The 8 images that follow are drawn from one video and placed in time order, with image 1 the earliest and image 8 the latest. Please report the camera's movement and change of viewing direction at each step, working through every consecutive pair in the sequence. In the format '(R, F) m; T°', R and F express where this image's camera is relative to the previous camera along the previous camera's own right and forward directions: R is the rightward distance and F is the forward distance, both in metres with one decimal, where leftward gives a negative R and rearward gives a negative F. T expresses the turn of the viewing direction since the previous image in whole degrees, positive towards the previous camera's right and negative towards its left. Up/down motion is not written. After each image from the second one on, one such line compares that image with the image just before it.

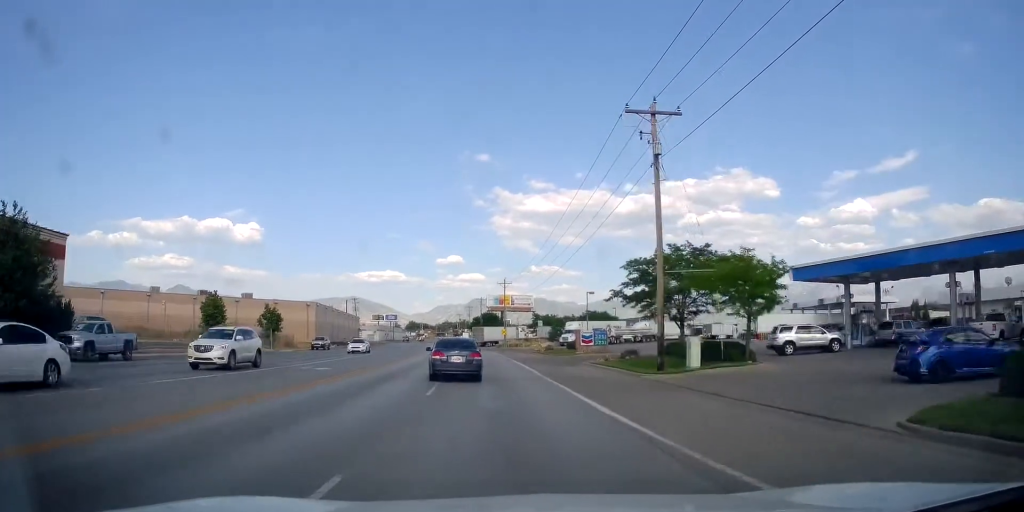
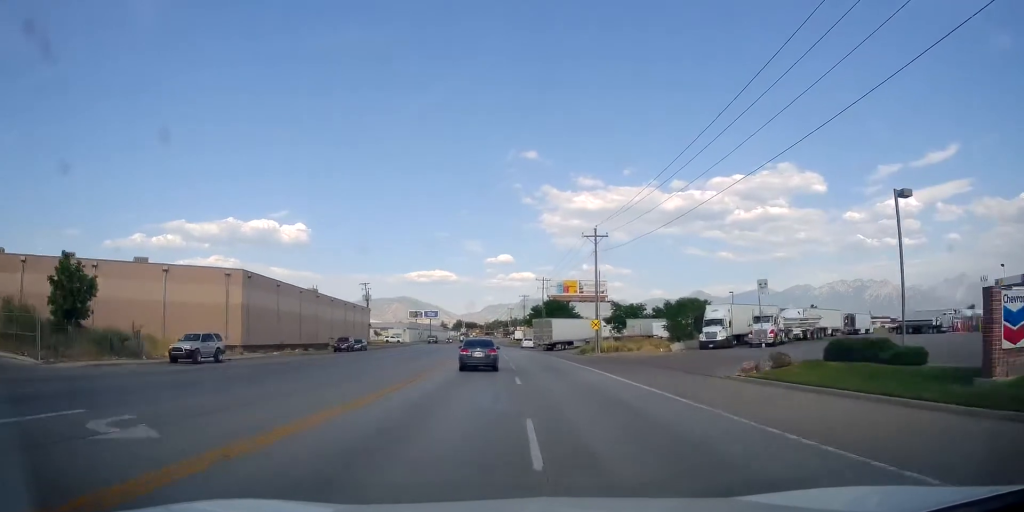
(-1.7, +36.1) m; -6°
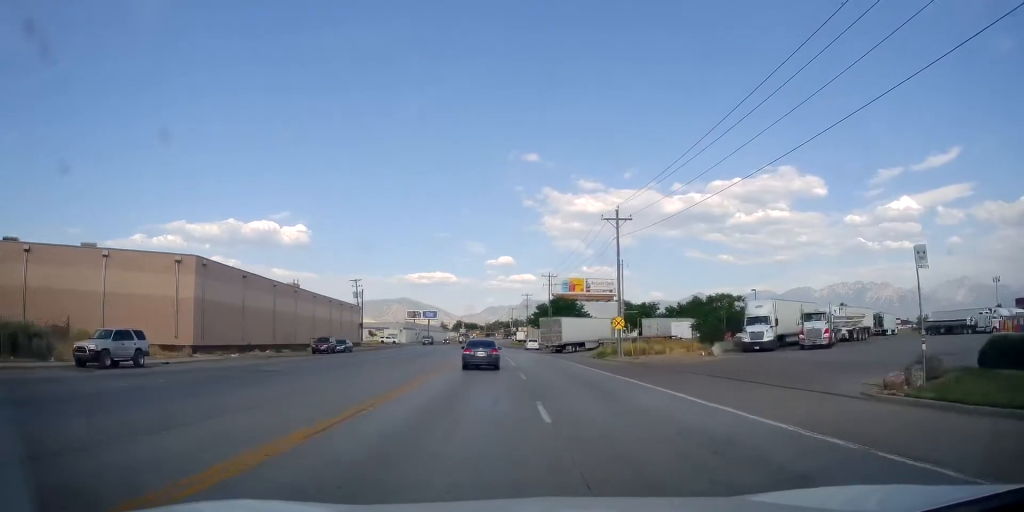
(-0.4, +8.1) m; -1°
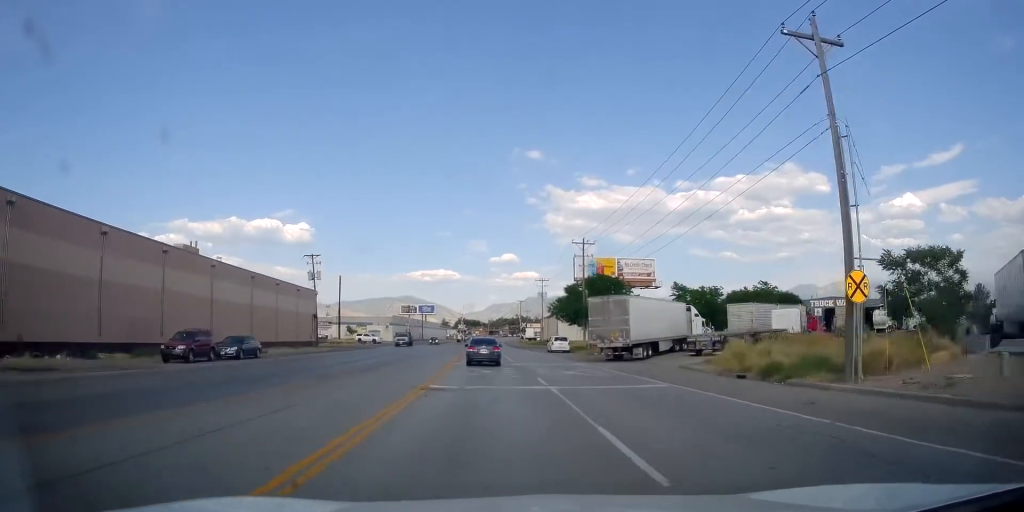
(+0.3, +28.9) m; 0°
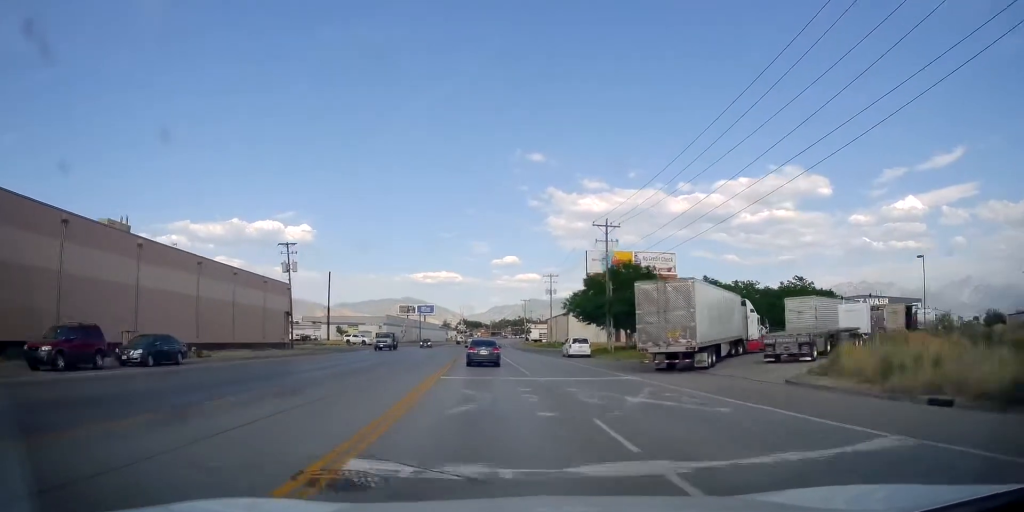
(-0.1, +11.0) m; -1°
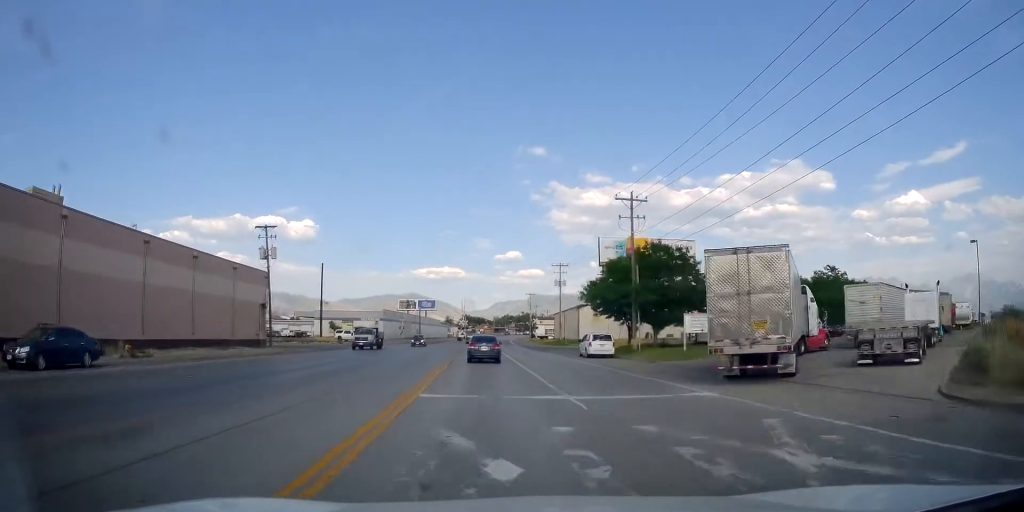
(0.0, +8.1) m; 0°
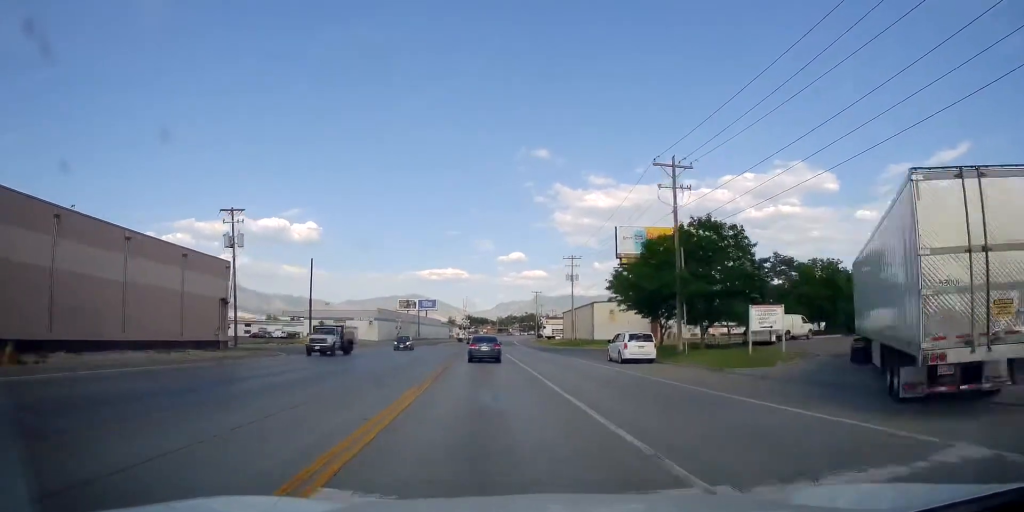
(0.0, +9.4) m; 0°
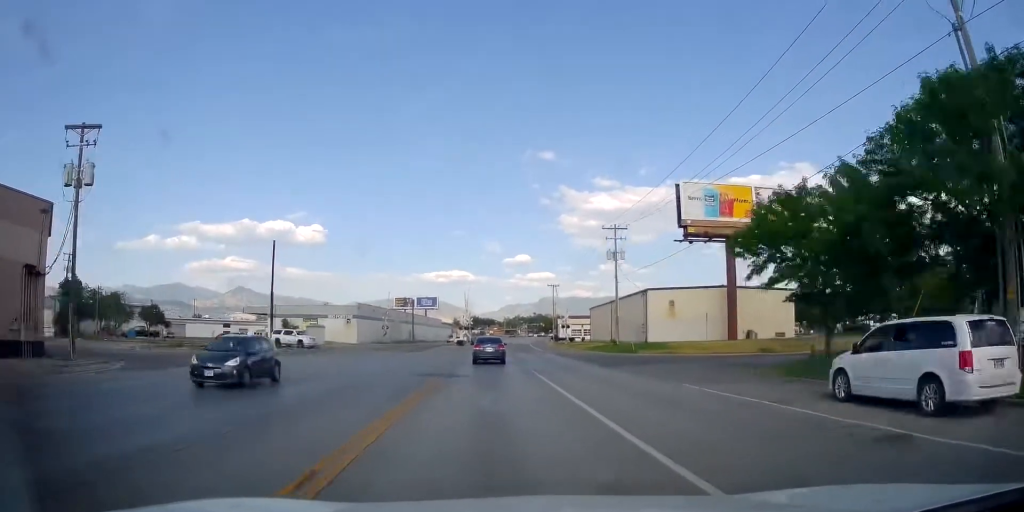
(0.0, +23.5) m; 0°
